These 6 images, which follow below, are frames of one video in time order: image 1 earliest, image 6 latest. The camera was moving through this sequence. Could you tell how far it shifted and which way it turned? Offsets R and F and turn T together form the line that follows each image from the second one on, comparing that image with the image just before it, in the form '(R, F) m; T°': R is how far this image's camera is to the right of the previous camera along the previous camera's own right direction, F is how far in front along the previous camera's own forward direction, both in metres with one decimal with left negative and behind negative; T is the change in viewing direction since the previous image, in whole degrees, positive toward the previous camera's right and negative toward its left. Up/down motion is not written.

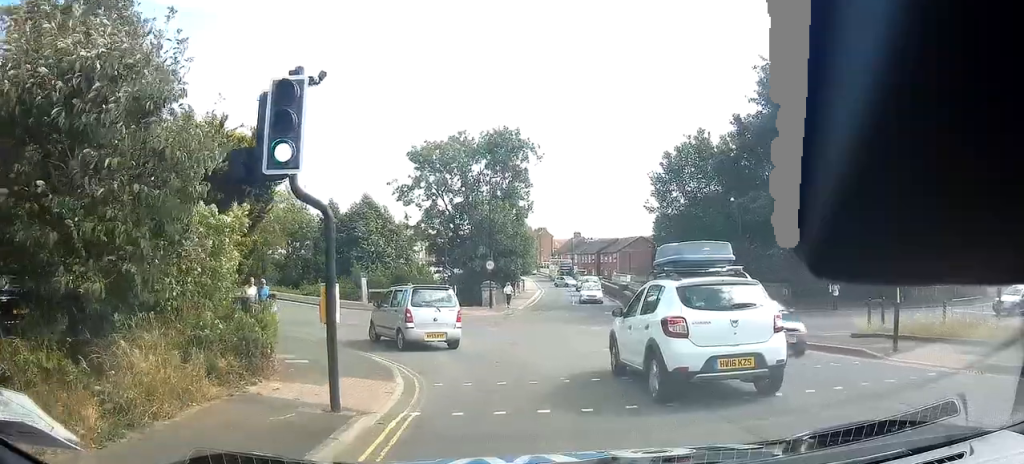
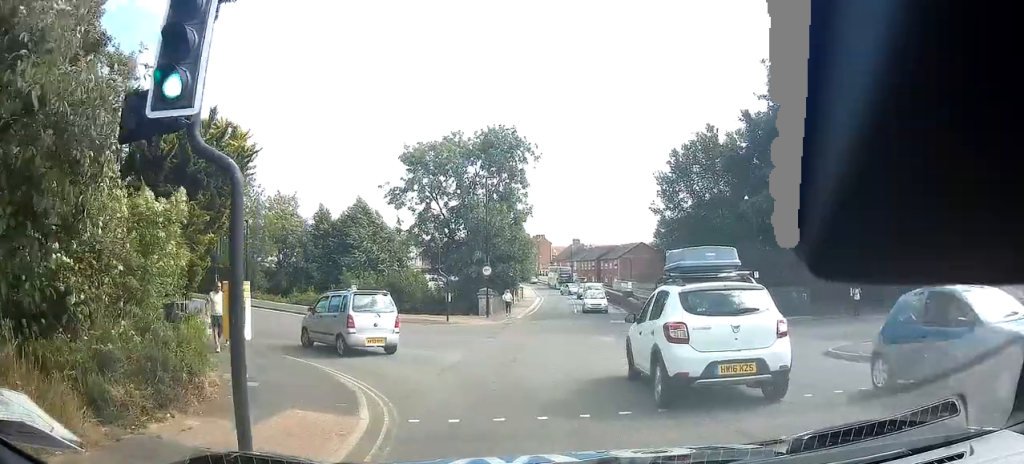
(-0.1, +1.4) m; -6°
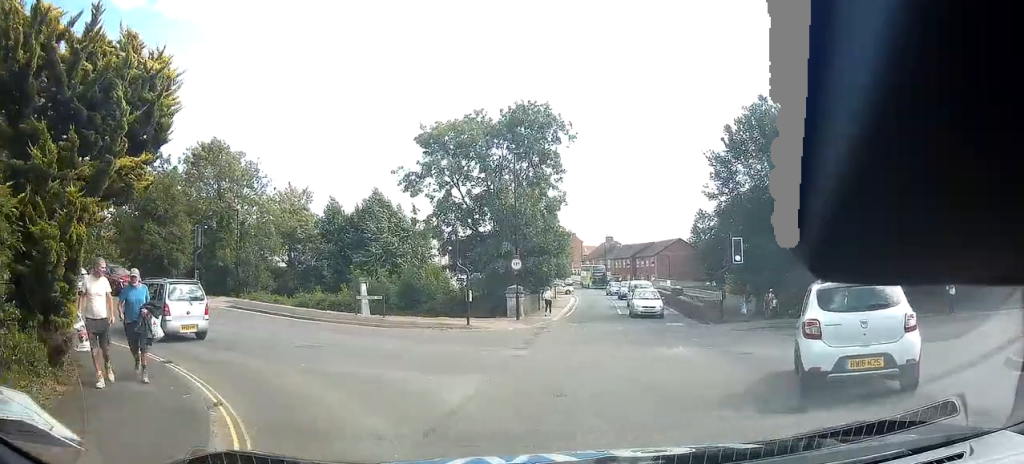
(-0.4, +3.3) m; -15°
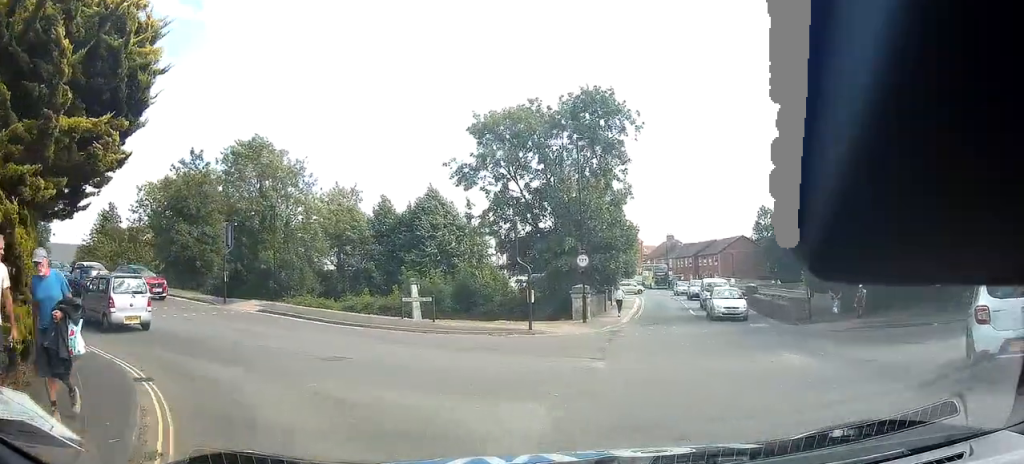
(+0.1, +1.6) m; -8°
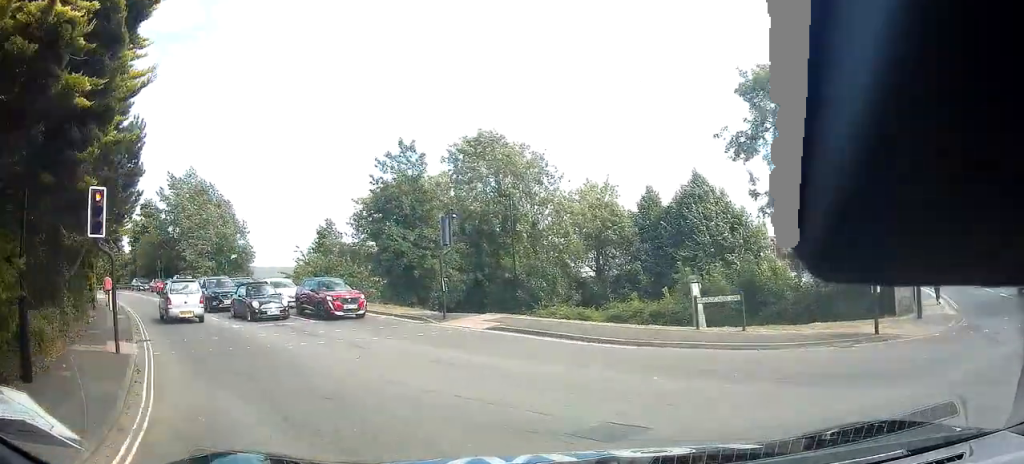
(-0.9, +3.8) m; -22°
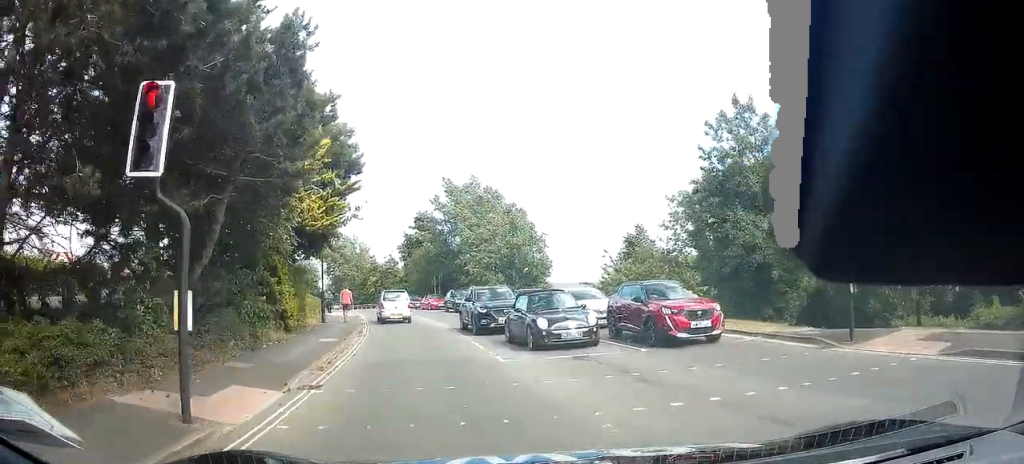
(-1.3, +4.9) m; -32°
